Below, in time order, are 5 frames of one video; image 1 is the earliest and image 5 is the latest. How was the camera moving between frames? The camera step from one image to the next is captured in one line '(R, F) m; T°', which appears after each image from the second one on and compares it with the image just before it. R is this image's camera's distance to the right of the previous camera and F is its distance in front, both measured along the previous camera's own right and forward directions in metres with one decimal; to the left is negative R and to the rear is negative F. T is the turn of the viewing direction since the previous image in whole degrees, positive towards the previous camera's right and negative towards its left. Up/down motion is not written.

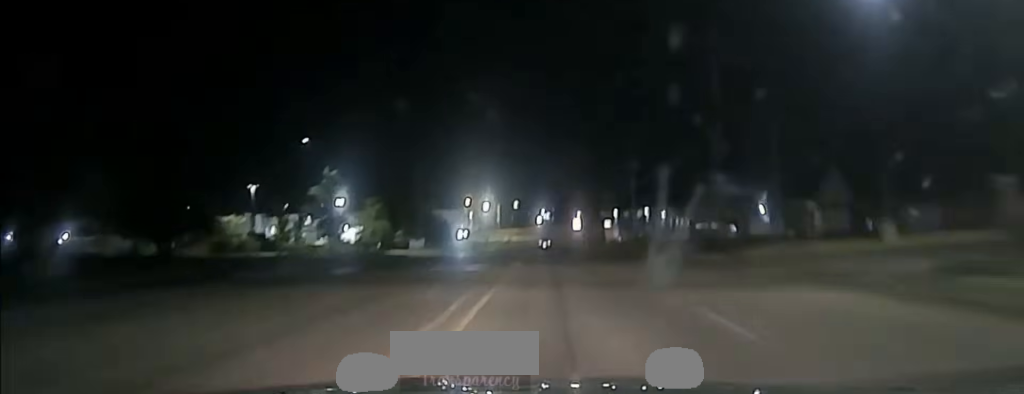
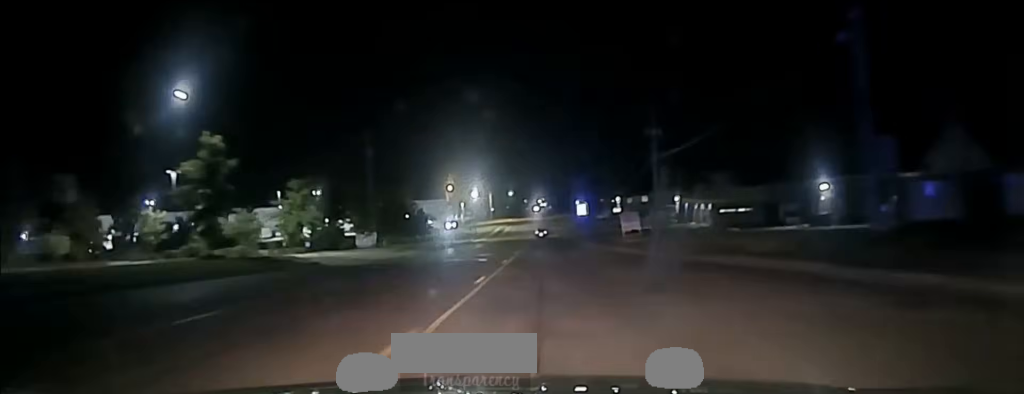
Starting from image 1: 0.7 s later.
(+0.3, +24.7) m; +1°
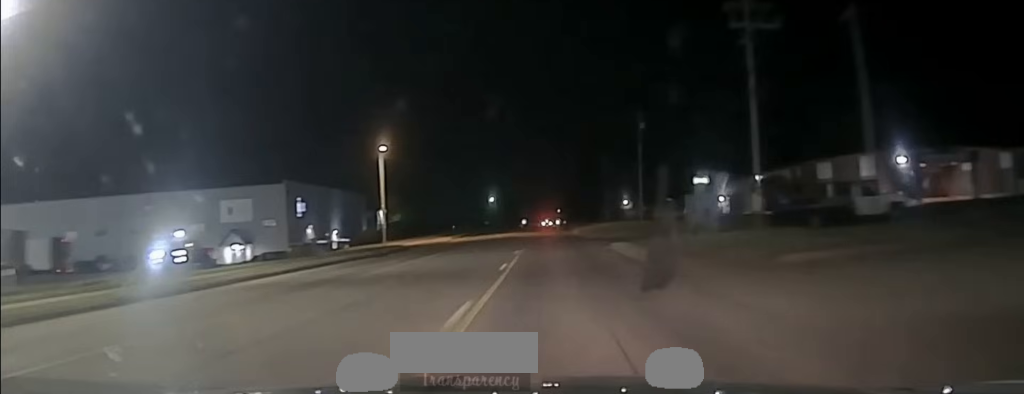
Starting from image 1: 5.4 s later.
(+1.4, +182.9) m; +1°
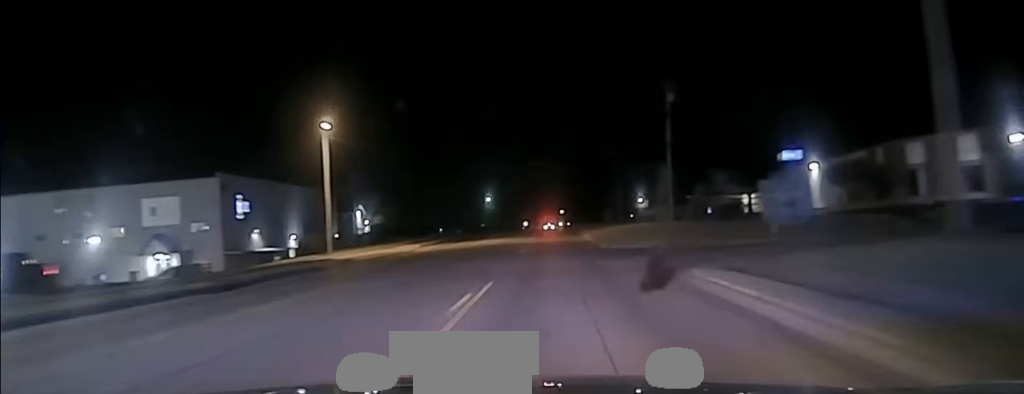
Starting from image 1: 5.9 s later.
(+0.2, +20.8) m; 0°
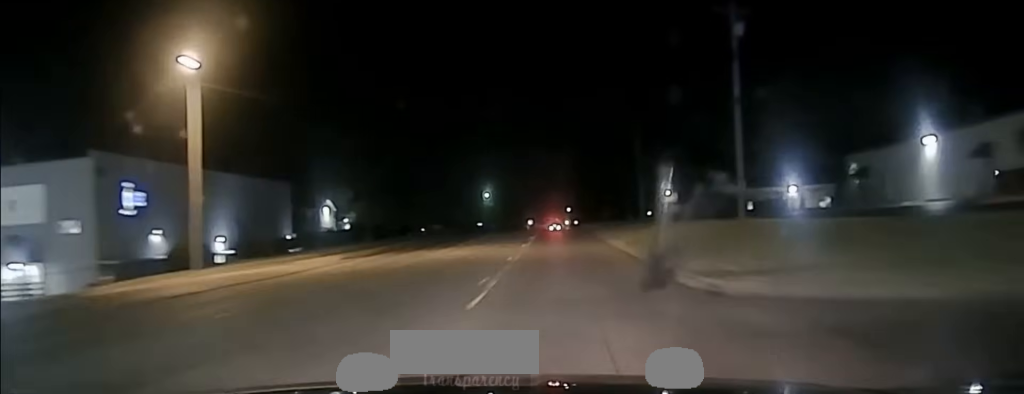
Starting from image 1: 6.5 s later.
(-0.3, +28.9) m; 0°
